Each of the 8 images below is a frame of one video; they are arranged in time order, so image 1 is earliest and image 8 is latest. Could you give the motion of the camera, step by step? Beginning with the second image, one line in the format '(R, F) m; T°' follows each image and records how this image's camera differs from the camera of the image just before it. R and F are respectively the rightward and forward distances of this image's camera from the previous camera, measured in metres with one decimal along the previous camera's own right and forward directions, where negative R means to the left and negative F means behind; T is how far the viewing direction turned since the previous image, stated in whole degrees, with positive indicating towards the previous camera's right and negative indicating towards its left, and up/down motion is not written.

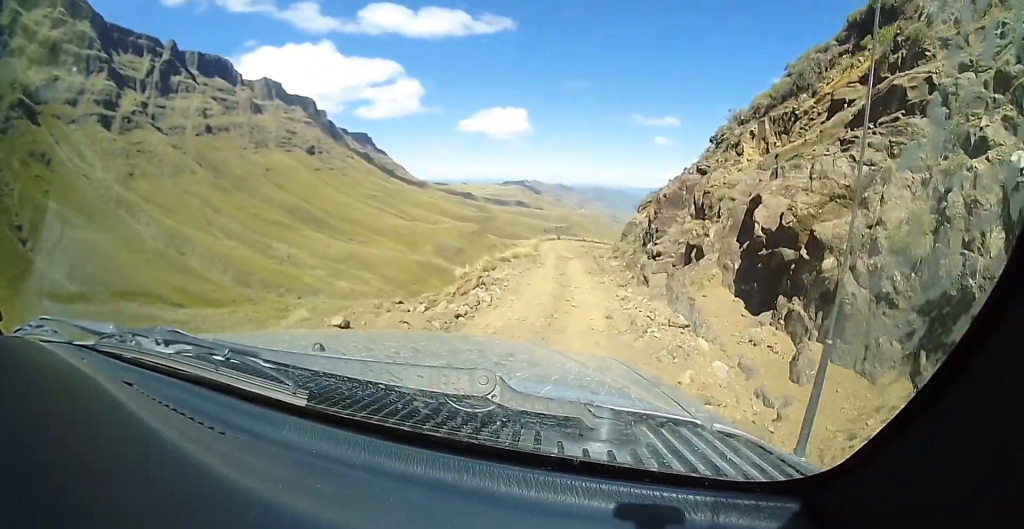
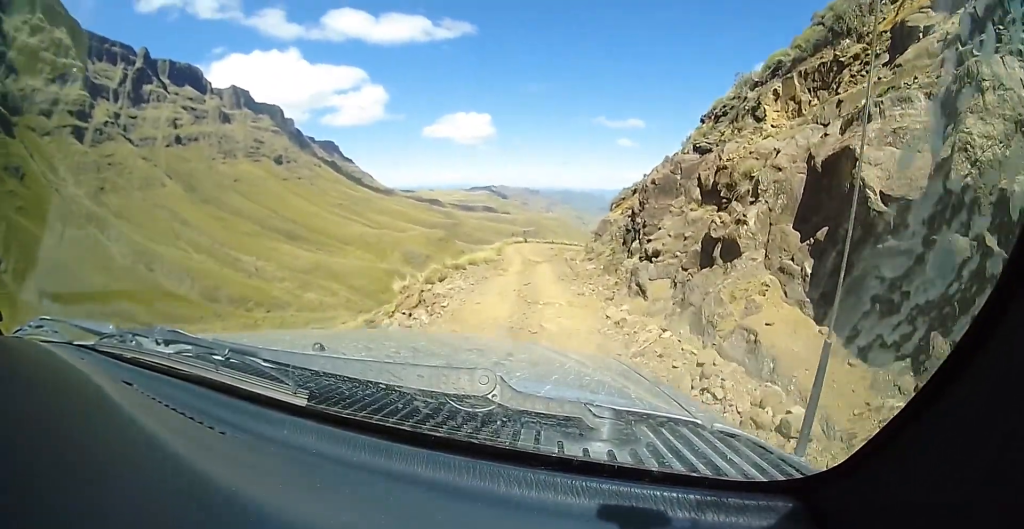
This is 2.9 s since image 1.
(+0.1, +3.8) m; +5°
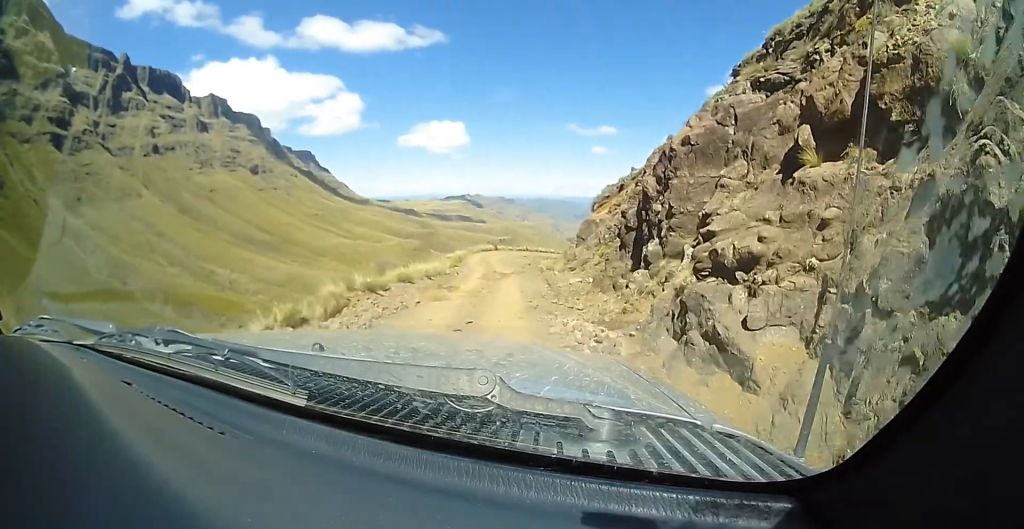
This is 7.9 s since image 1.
(+0.6, +6.1) m; +7°
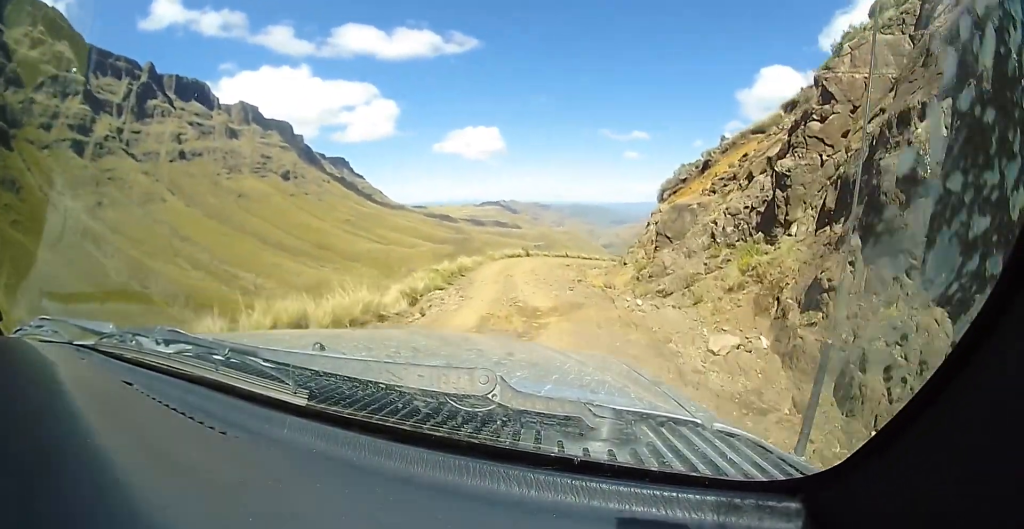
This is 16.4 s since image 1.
(-0.7, +9.5) m; -17°
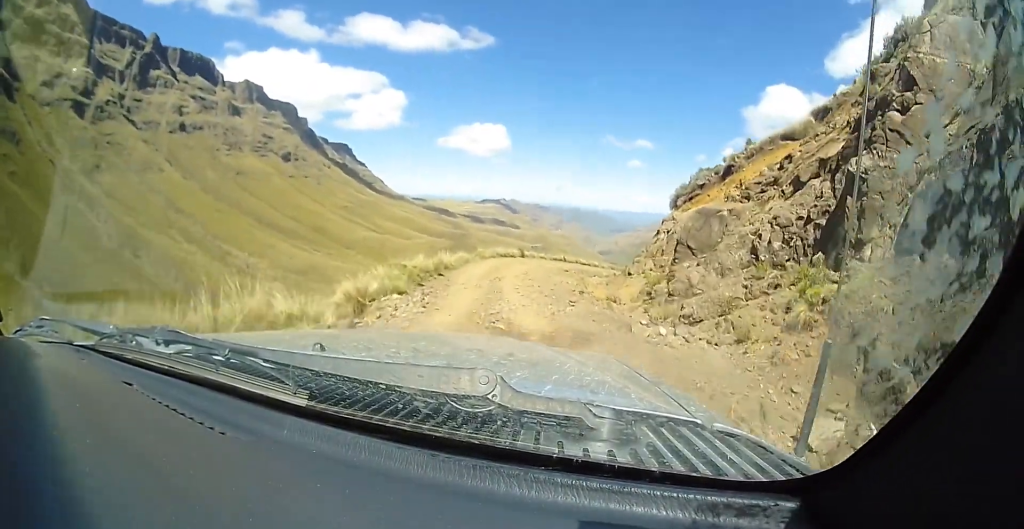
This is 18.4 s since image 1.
(0.0, +2.5) m; -6°
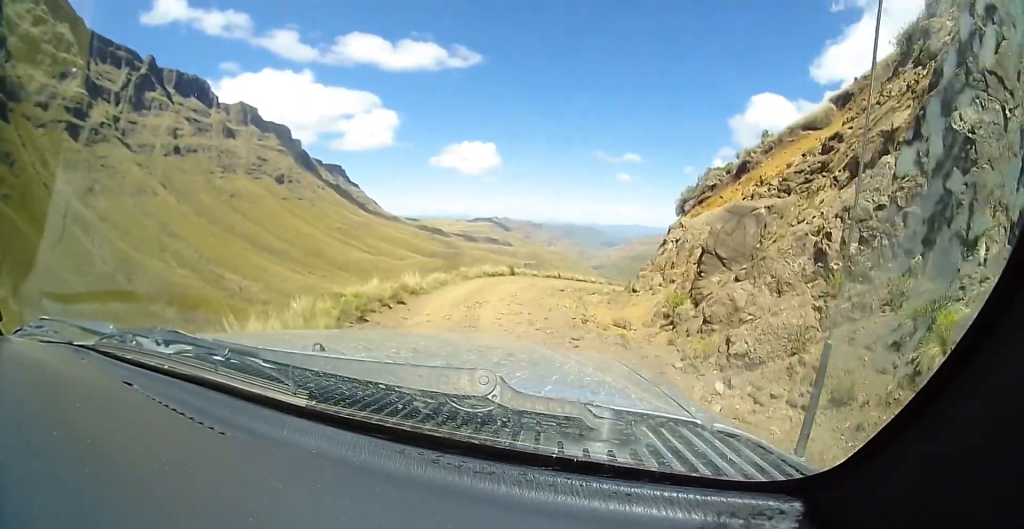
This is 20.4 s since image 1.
(-0.2, +4.0) m; -3°
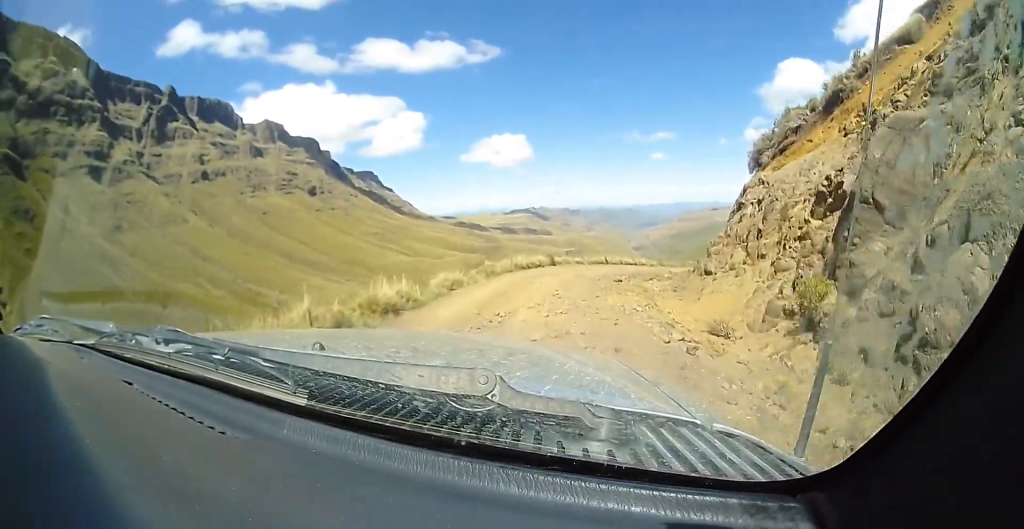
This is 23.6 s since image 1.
(-0.3, +6.7) m; -1°
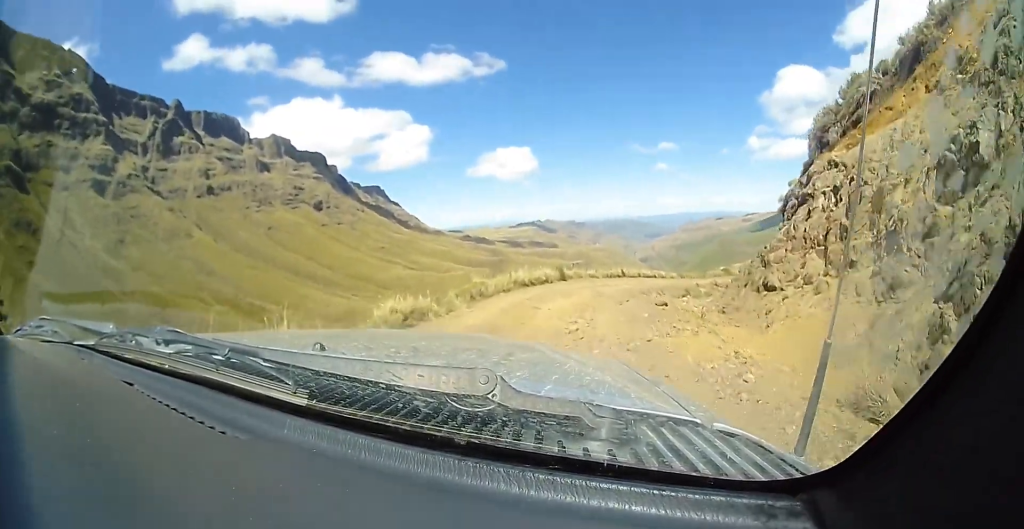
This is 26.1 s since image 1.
(-0.5, +5.6) m; +4°
